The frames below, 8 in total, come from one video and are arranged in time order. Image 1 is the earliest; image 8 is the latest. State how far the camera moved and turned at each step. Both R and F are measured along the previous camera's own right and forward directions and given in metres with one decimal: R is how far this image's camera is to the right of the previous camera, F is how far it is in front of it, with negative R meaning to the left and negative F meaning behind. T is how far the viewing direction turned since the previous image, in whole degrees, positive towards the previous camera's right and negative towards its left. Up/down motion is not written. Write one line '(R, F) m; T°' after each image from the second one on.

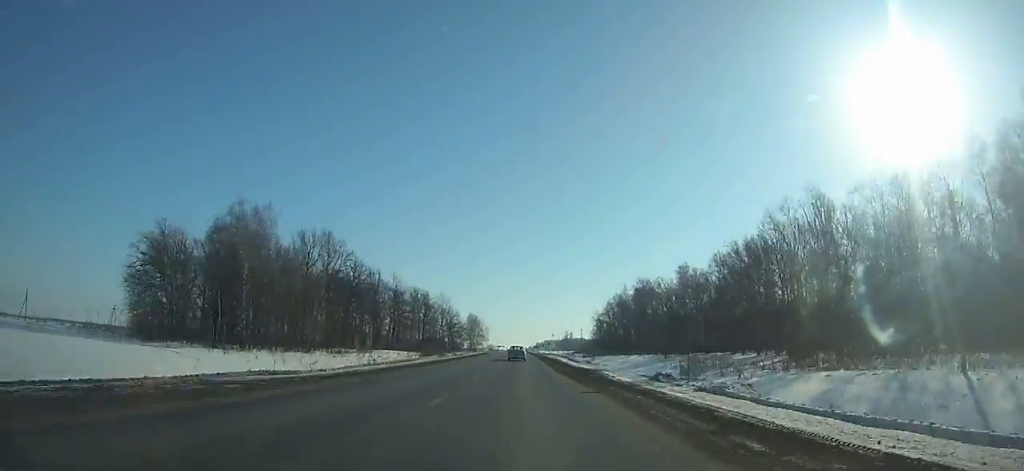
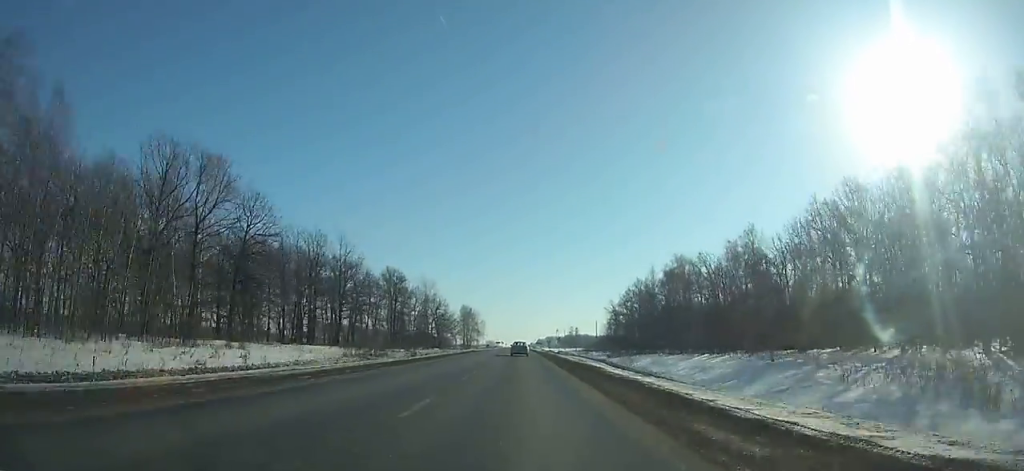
(+0.1, +37.4) m; 0°
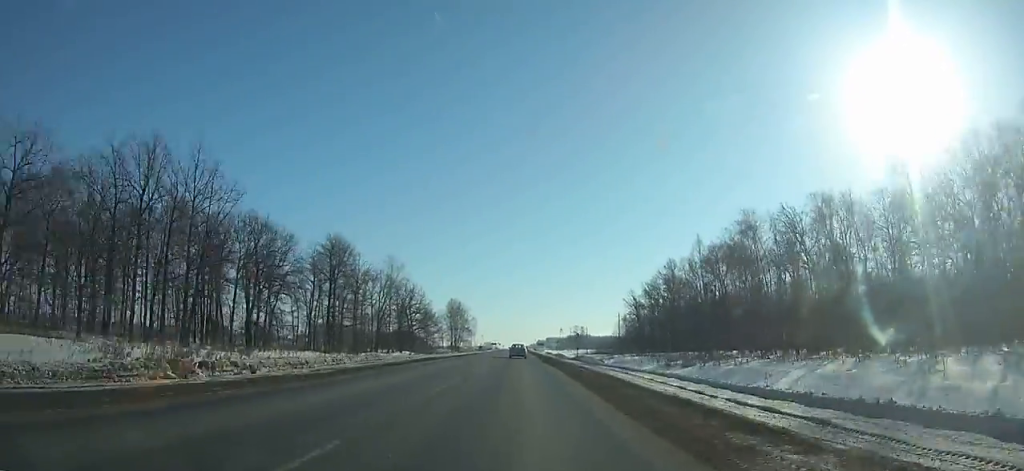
(0.0, +41.1) m; 0°
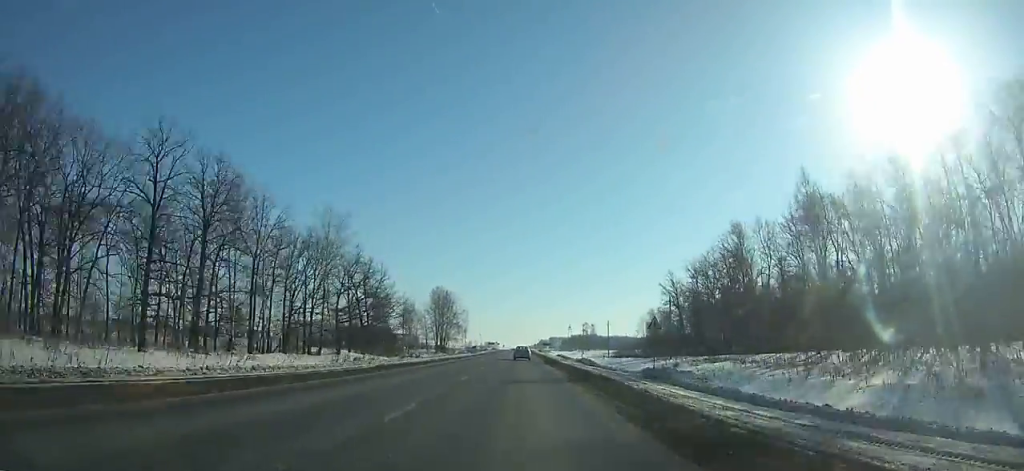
(0.0, +42.7) m; 0°
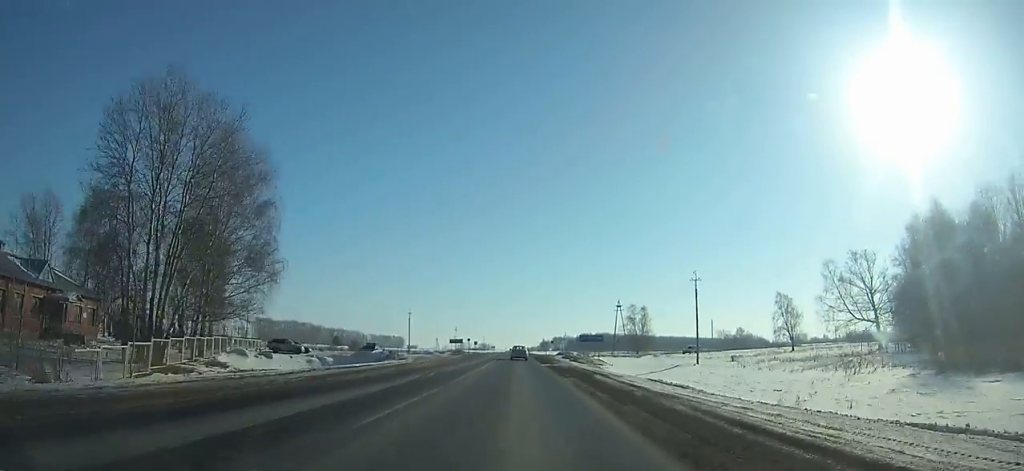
(-0.1, +132.4) m; 0°
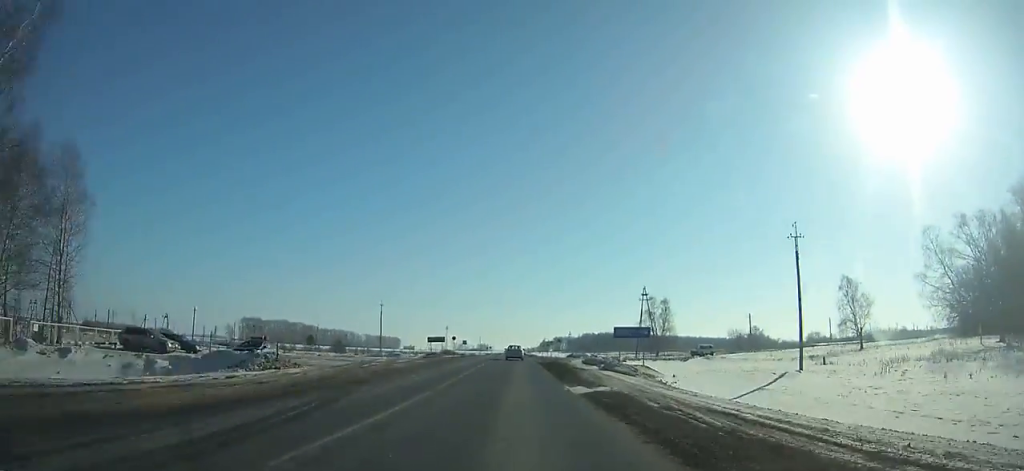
(0.0, +27.2) m; 0°
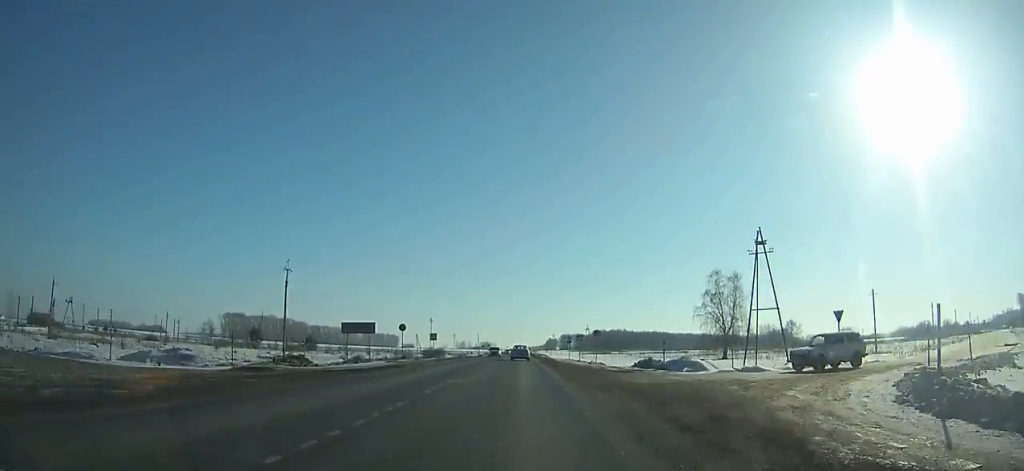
(0.0, +48.8) m; 0°
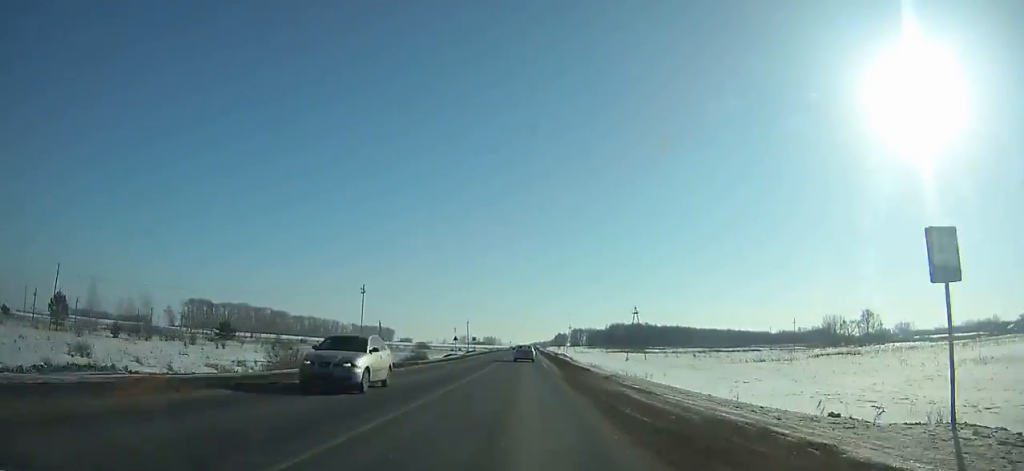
(0.0, +76.8) m; 0°
